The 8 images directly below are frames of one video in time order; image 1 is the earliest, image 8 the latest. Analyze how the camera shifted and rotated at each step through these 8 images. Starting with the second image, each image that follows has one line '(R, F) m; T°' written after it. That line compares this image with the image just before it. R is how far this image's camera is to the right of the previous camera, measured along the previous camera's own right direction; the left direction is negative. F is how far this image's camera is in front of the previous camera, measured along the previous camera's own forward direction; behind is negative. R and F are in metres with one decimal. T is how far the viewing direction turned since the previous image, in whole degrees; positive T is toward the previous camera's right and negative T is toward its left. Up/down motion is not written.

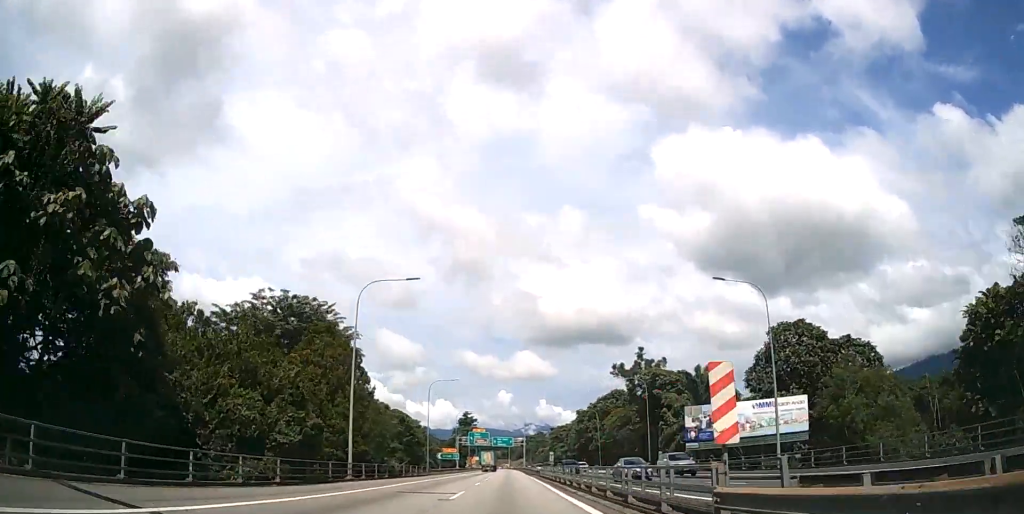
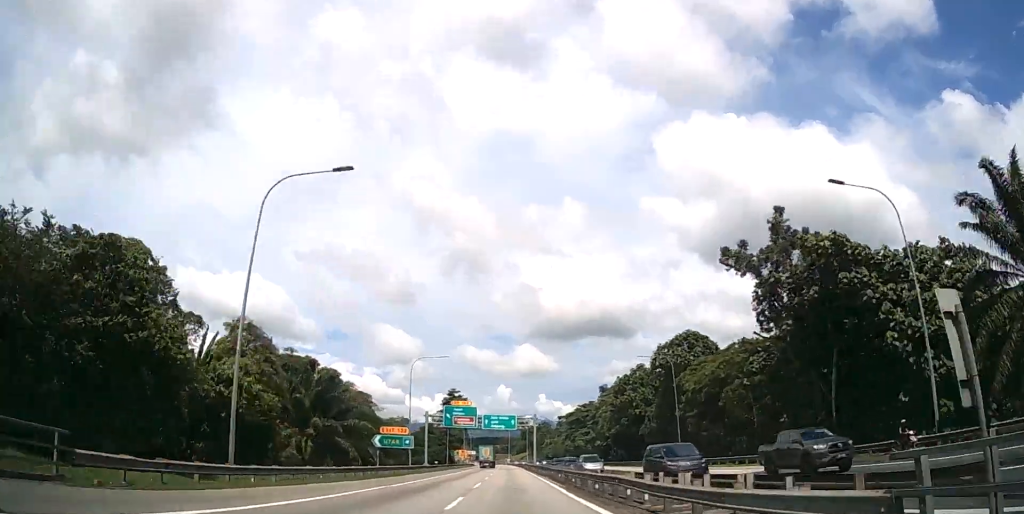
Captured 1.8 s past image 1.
(-0.1, +52.2) m; 0°
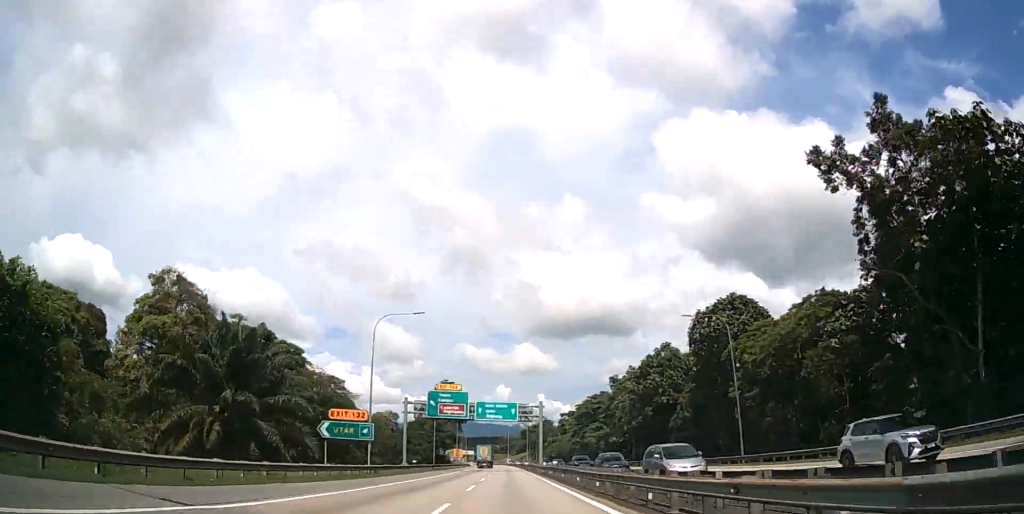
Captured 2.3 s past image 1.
(0.0, +16.6) m; 0°
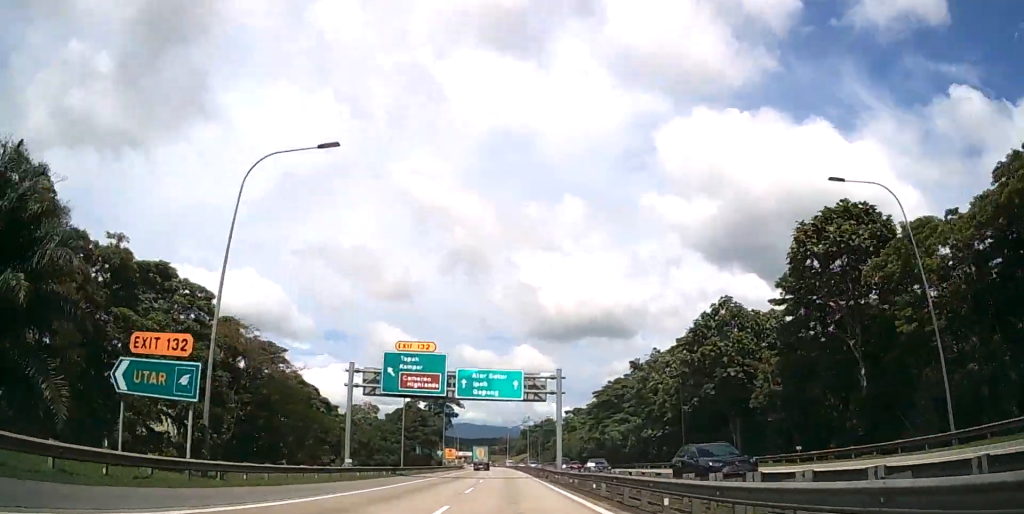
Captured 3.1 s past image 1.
(0.0, +23.7) m; 0°
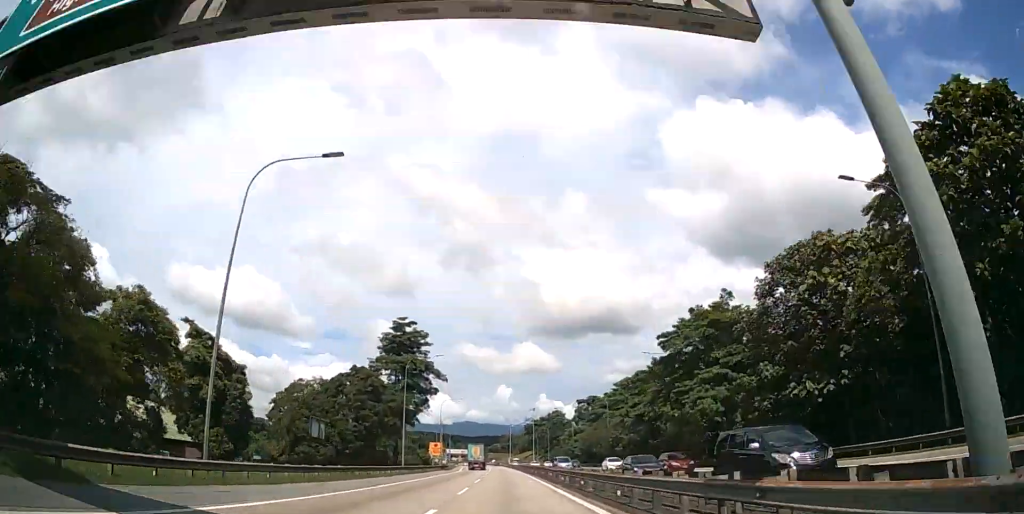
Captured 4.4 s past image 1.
(0.0, +37.9) m; 0°
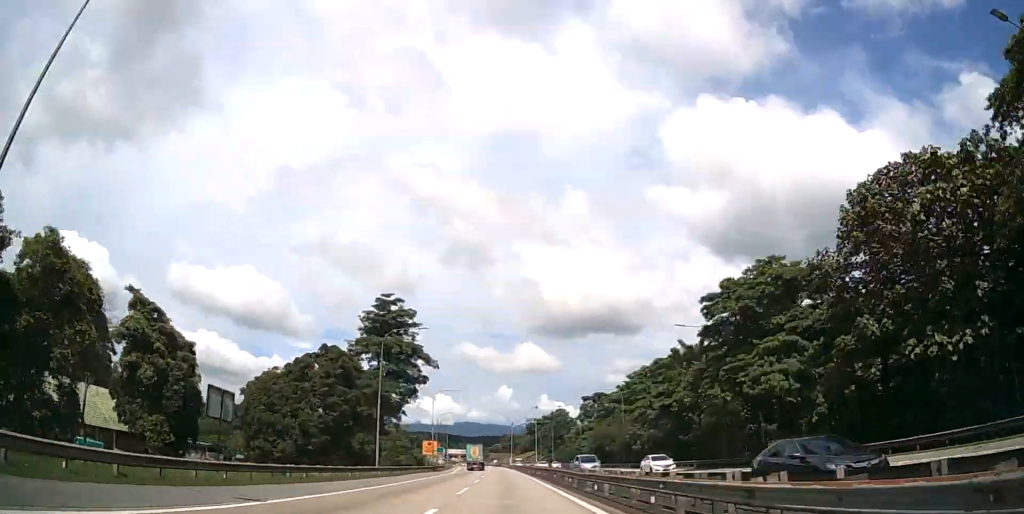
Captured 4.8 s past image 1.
(0.0, +11.9) m; 0°
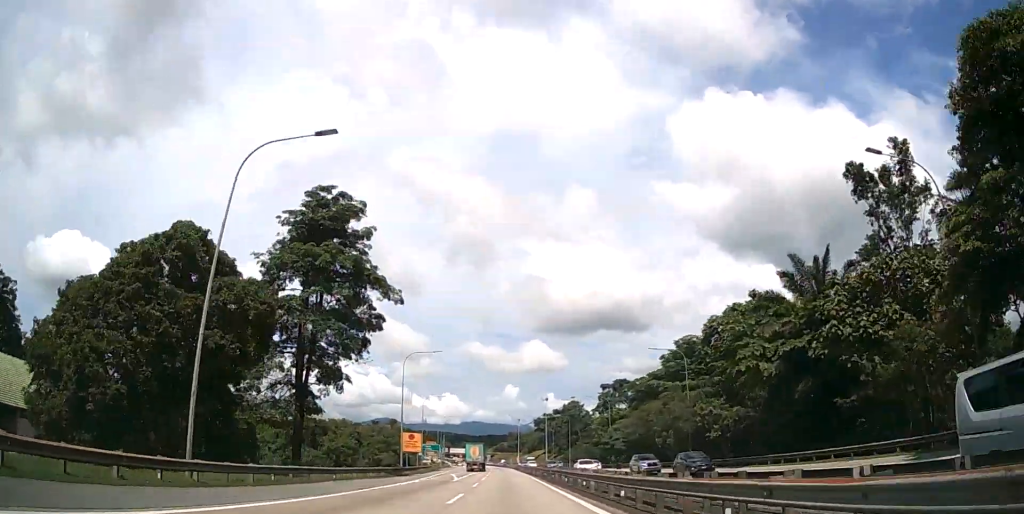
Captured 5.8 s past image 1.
(0.0, +28.5) m; 0°
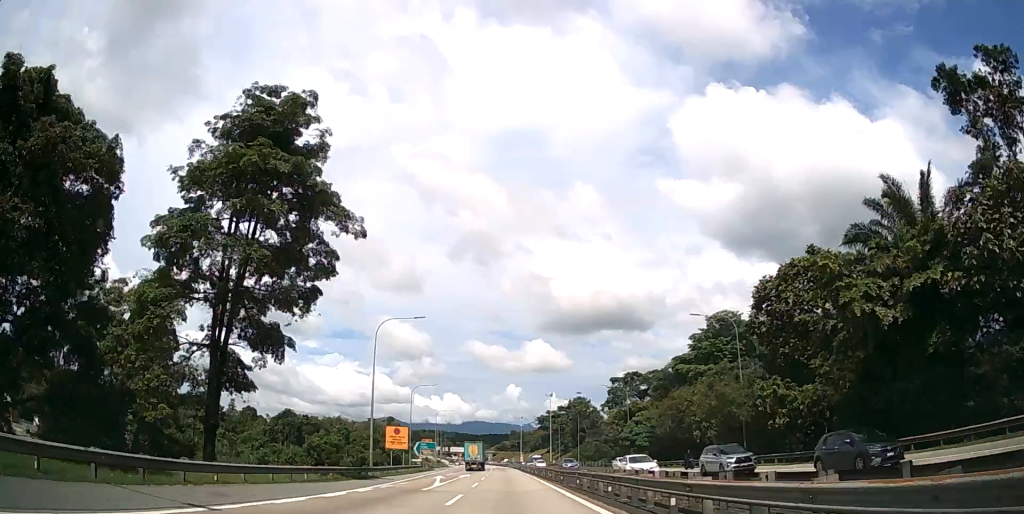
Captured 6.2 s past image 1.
(-0.1, +13.1) m; 0°
